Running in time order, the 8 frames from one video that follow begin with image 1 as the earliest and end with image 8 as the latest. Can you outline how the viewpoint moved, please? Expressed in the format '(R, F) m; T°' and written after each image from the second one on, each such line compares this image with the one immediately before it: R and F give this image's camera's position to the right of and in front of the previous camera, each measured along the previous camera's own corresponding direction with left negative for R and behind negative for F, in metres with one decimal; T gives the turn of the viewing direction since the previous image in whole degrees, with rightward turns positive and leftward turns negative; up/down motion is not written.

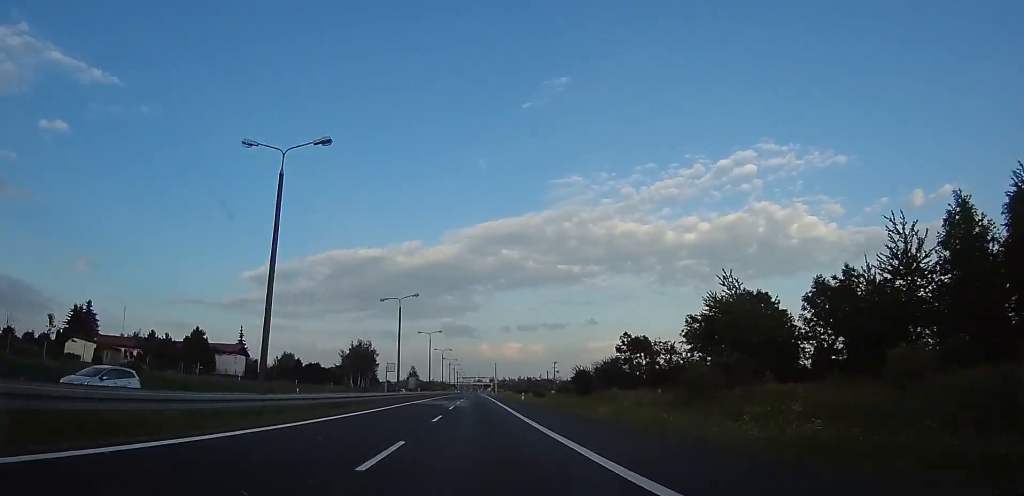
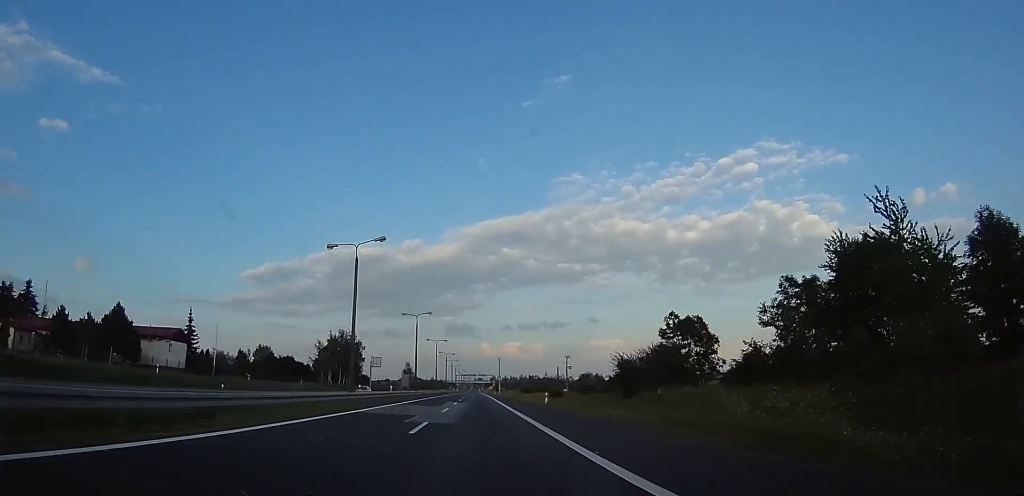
(-0.9, +17.9) m; 0°
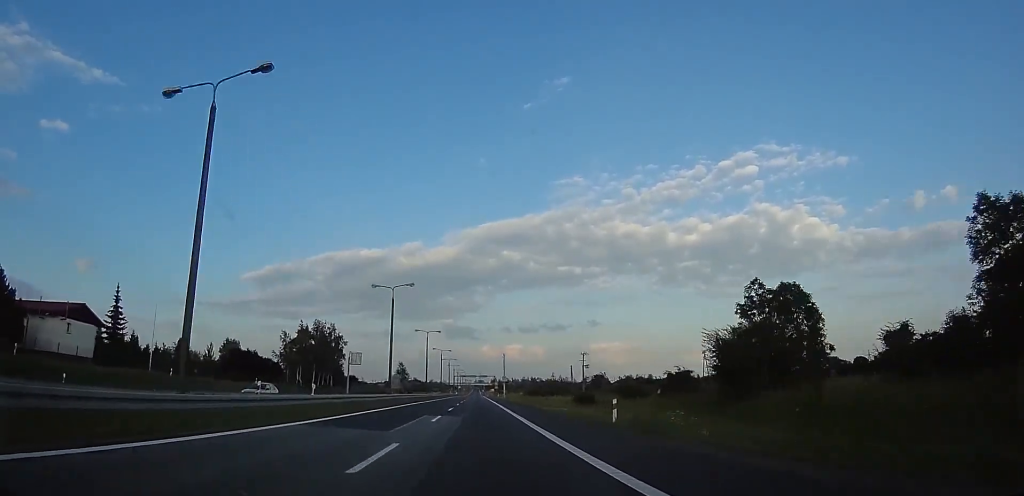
(+0.3, +18.0) m; 0°
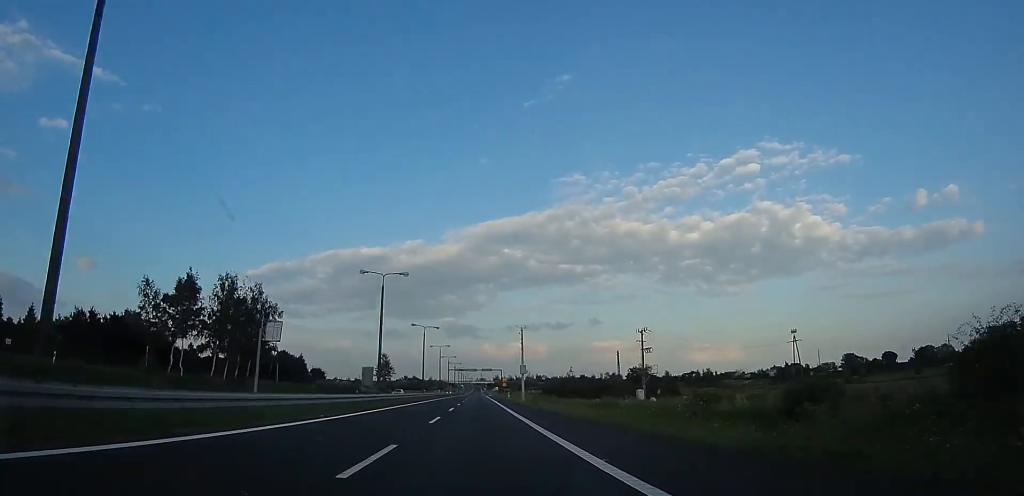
(0.0, +36.2) m; 0°
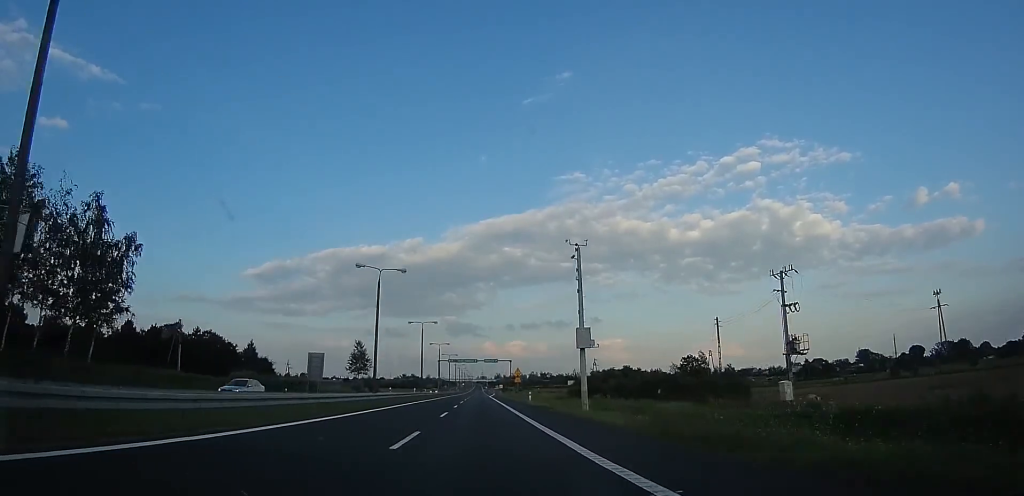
(+0.4, +32.3) m; +2°
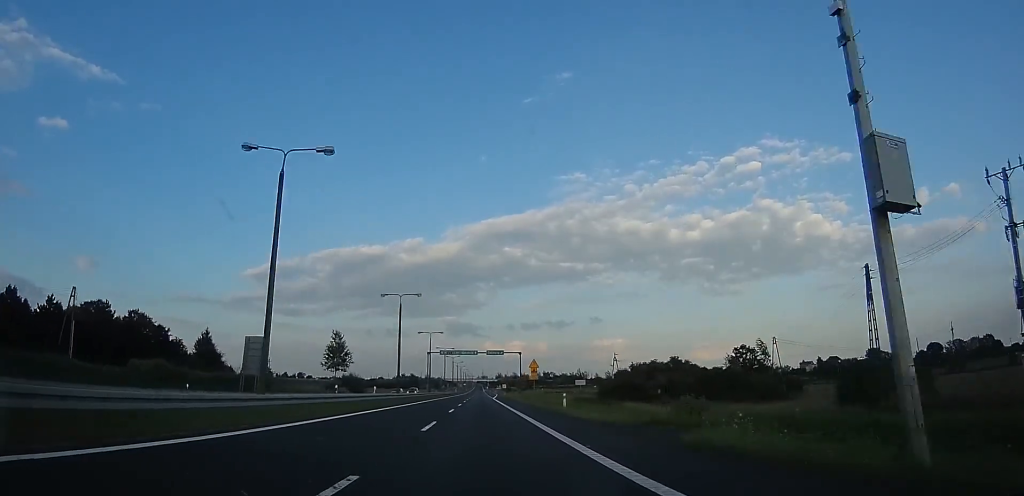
(+0.3, +19.3) m; 0°
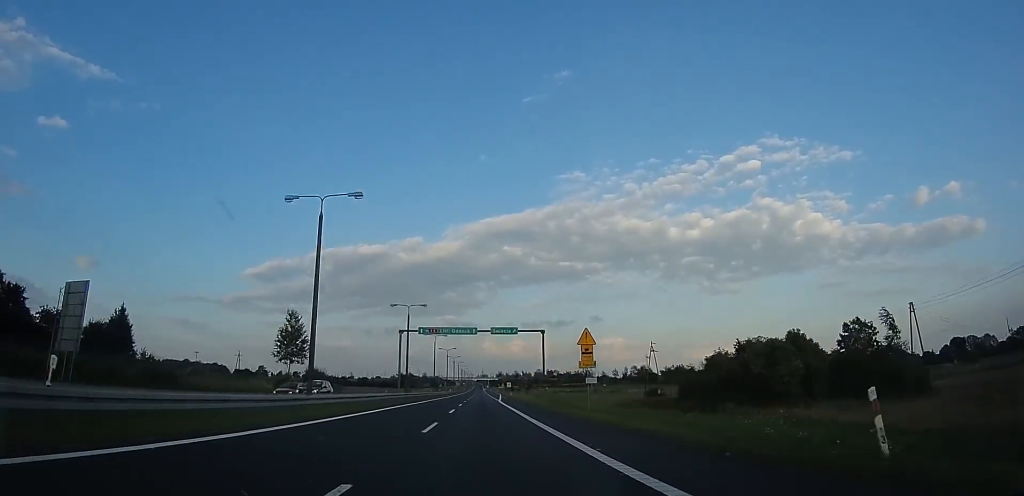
(0.0, +24.4) m; -2°
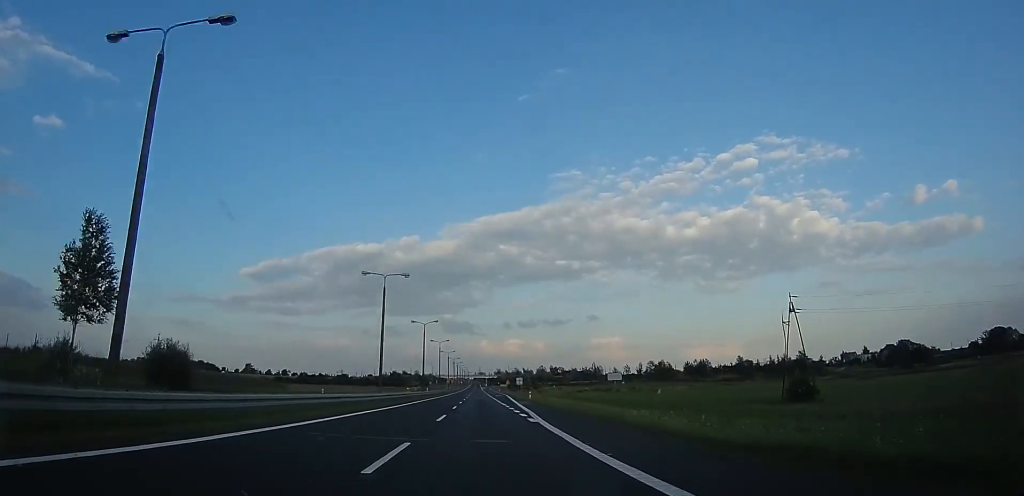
(-0.6, +42.7) m; 0°
